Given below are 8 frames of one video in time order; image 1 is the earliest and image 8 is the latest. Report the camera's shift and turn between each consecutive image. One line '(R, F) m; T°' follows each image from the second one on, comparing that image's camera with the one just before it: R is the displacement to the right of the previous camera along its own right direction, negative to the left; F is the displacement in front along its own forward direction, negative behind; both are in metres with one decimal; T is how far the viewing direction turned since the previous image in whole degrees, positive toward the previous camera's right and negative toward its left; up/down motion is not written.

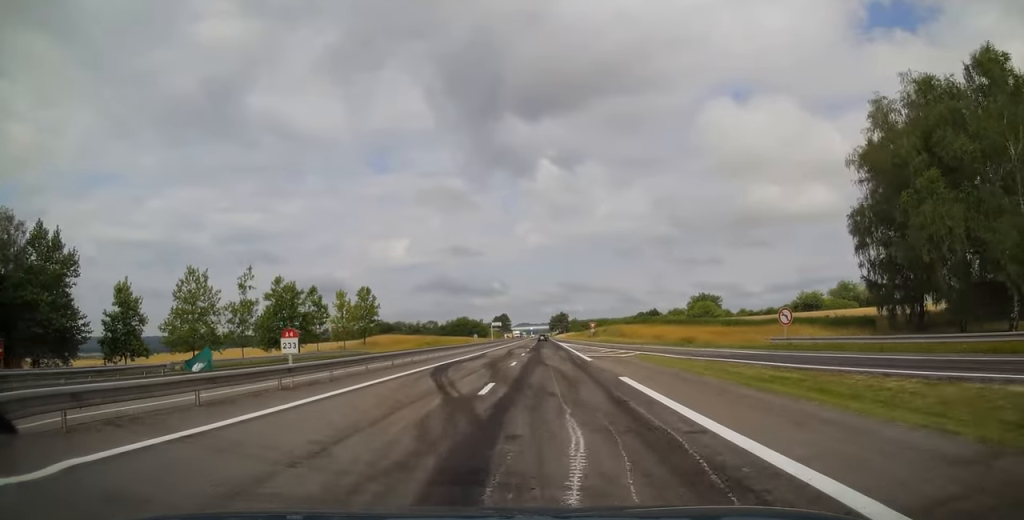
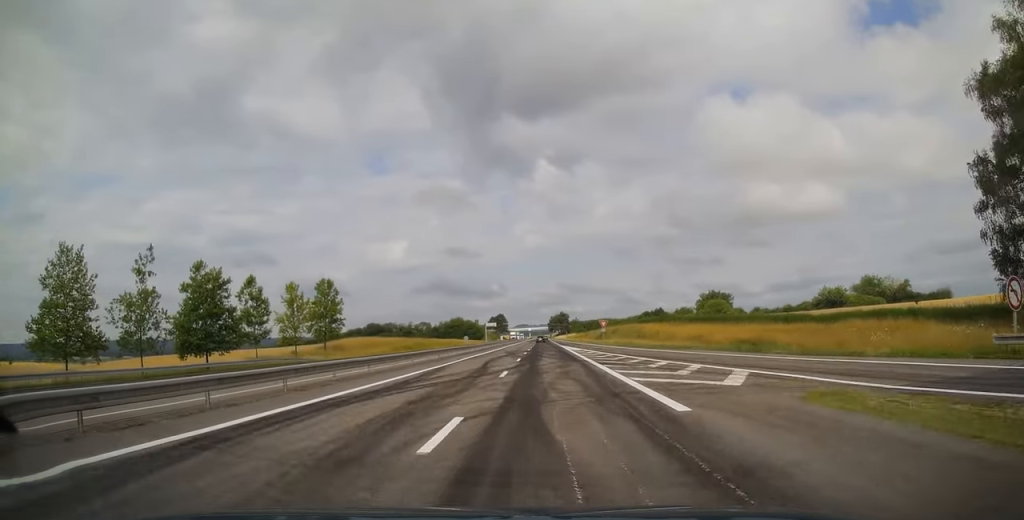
(0.0, +19.5) m; 0°
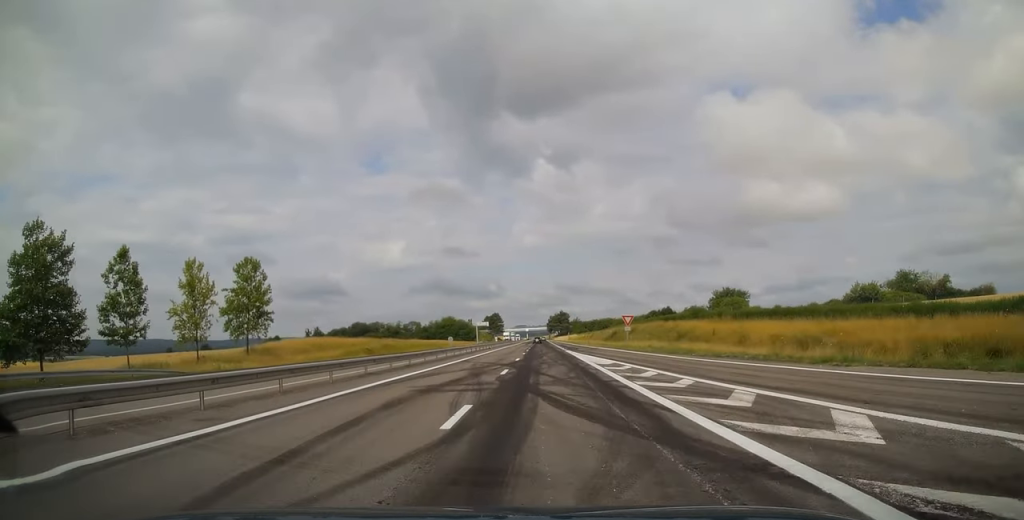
(0.0, +24.0) m; 0°
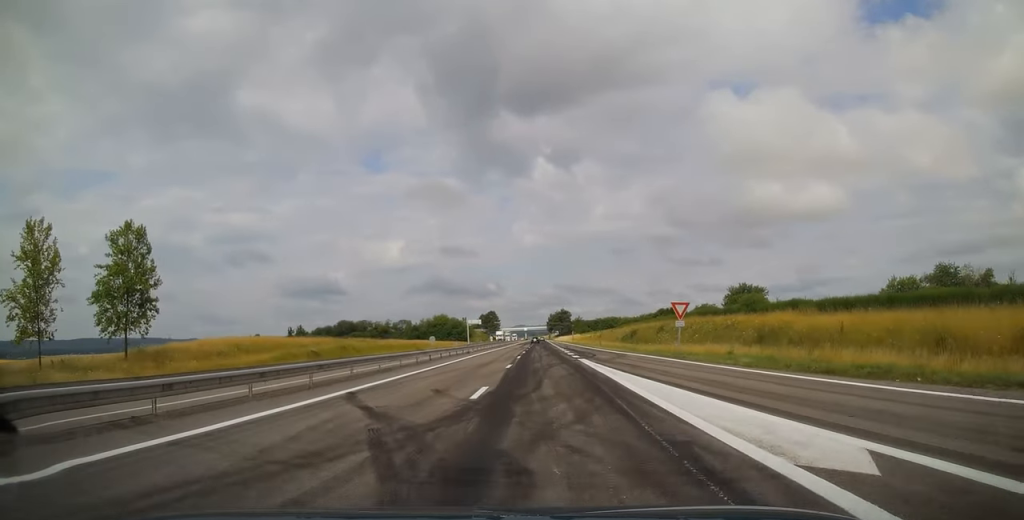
(0.0, +21.5) m; 0°
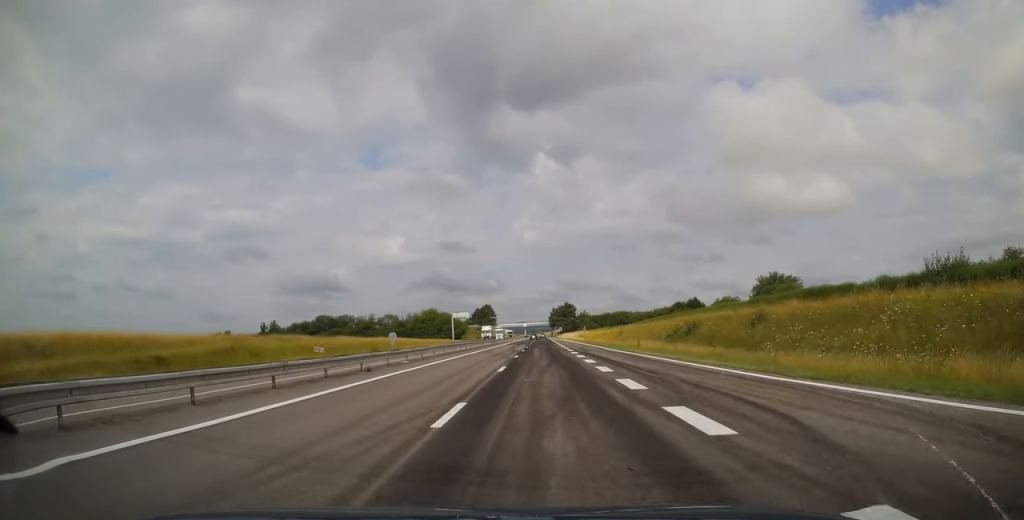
(0.0, +30.3) m; -1°
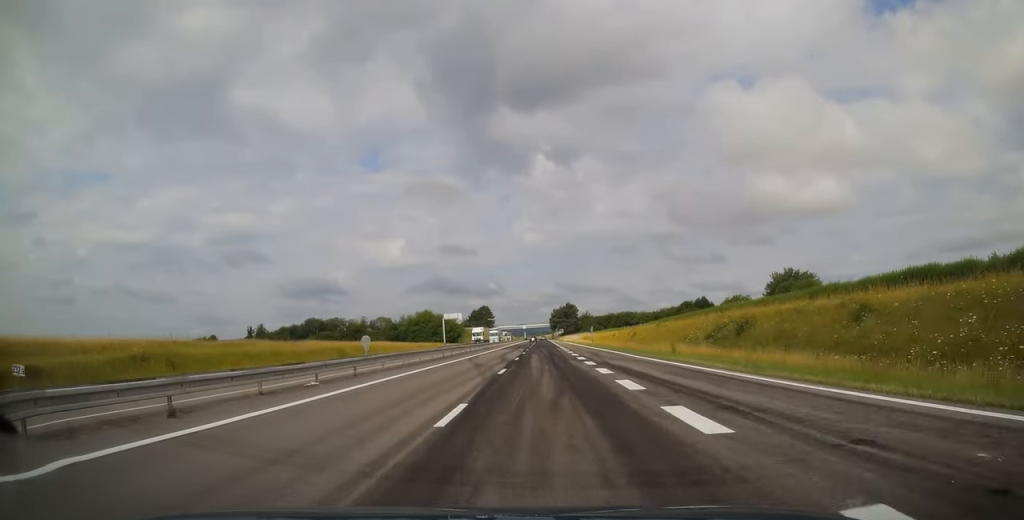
(+0.1, +12.7) m; 0°
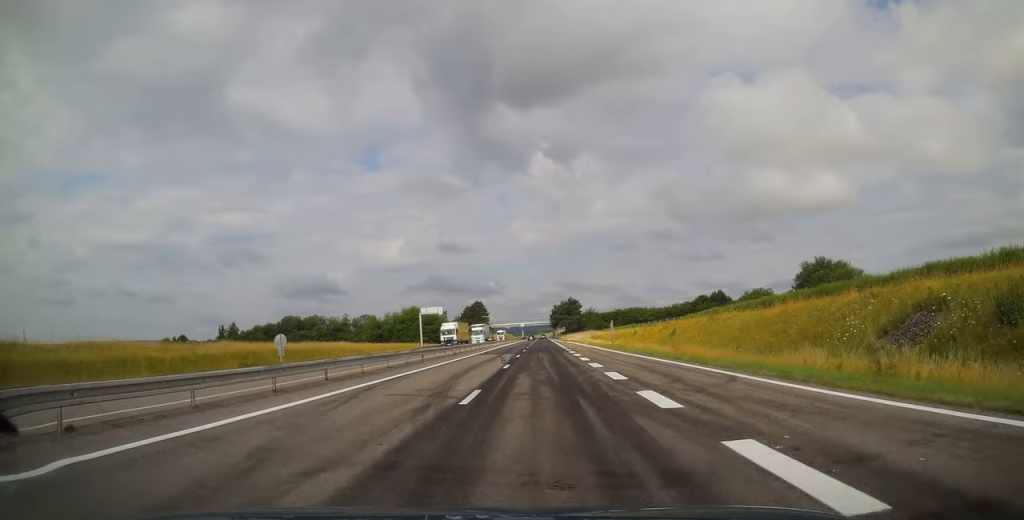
(-0.4, +23.0) m; 0°
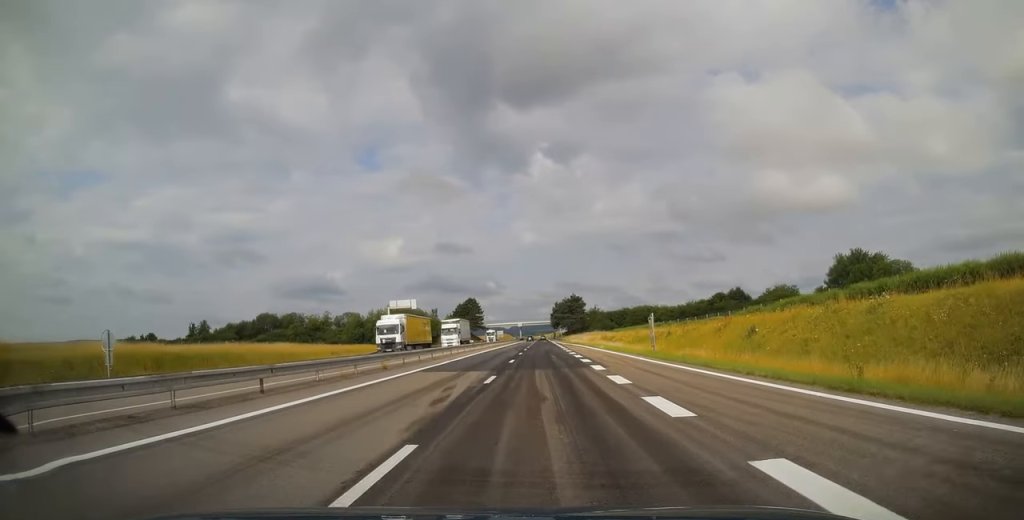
(+0.2, +20.6) m; +1°
